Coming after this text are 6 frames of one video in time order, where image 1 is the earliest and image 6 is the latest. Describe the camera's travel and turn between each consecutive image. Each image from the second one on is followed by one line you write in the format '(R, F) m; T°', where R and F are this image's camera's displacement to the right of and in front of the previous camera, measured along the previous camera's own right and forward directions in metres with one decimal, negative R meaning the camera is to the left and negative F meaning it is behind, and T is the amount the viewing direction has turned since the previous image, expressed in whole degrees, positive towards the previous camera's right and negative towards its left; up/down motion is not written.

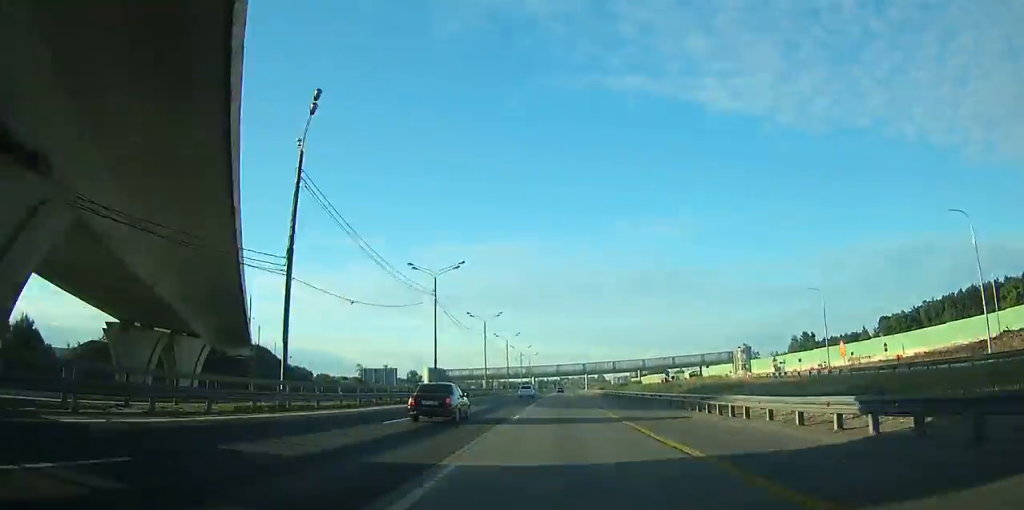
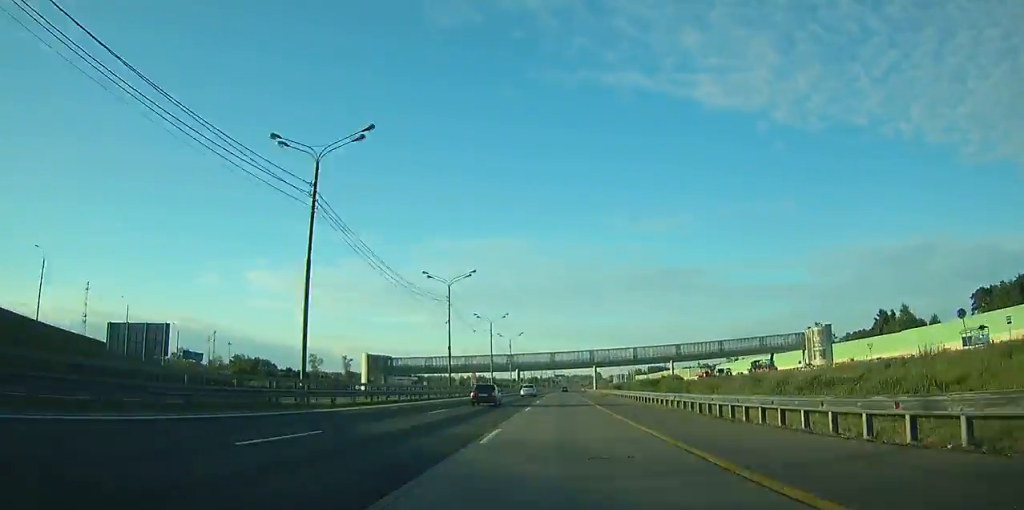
(+0.5, +73.0) m; +1°
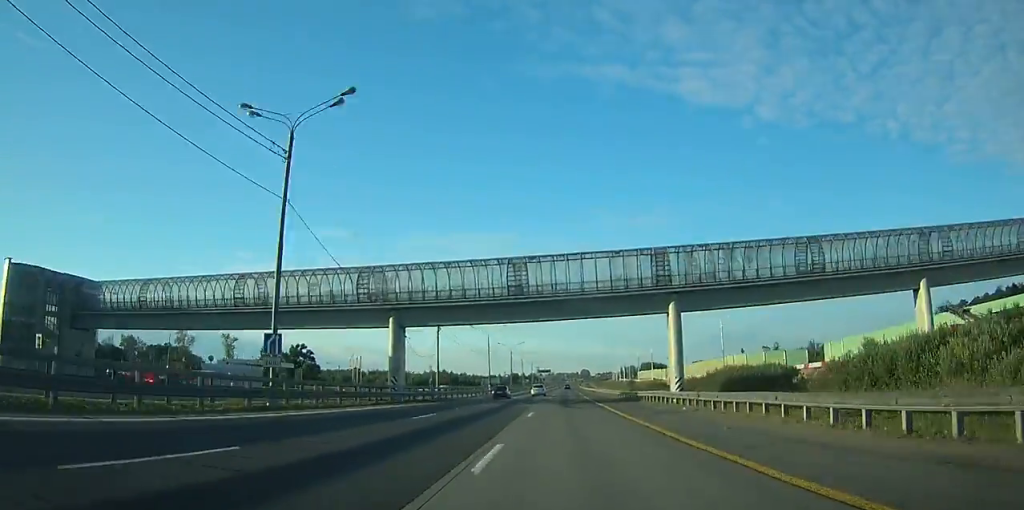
(+1.3, +116.4) m; +2°
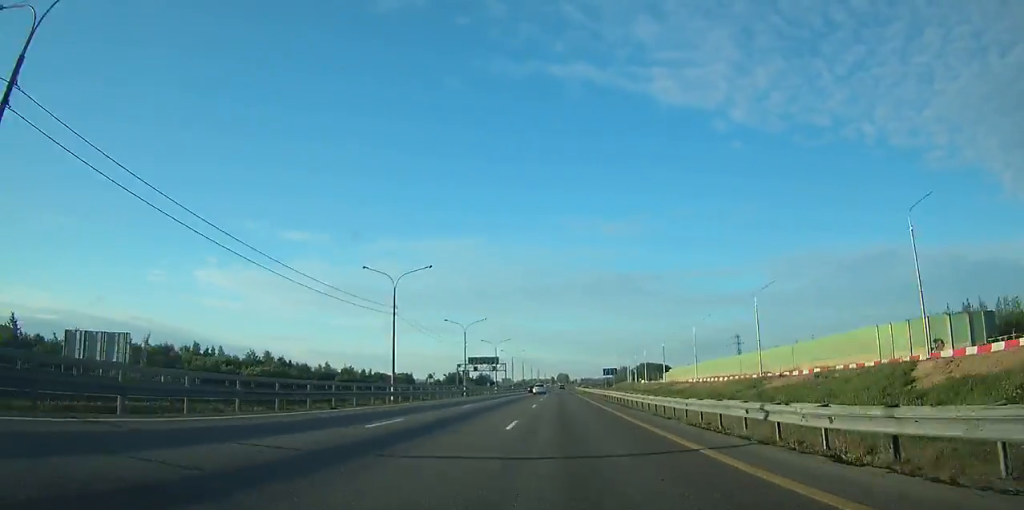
(+7.2, +255.2) m; +3°
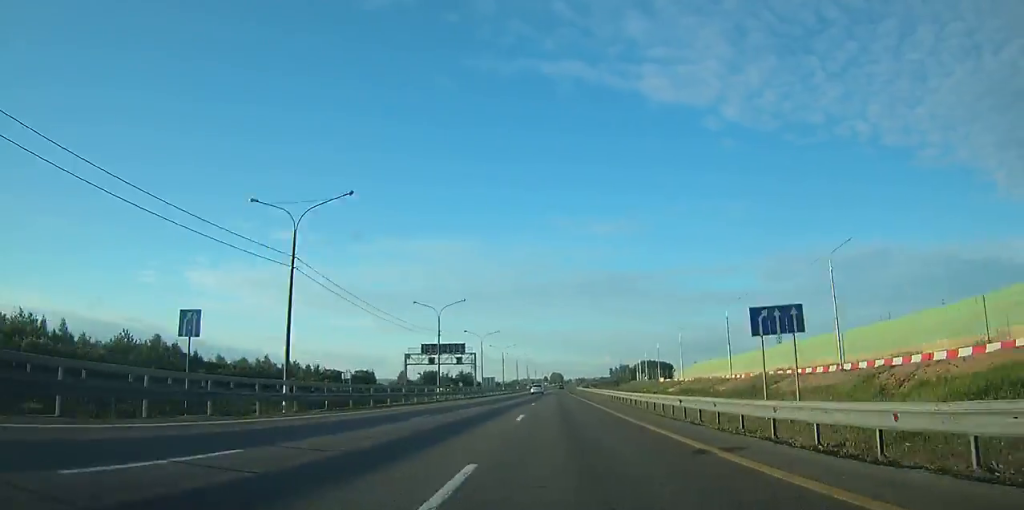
(+0.3, +59.4) m; 0°
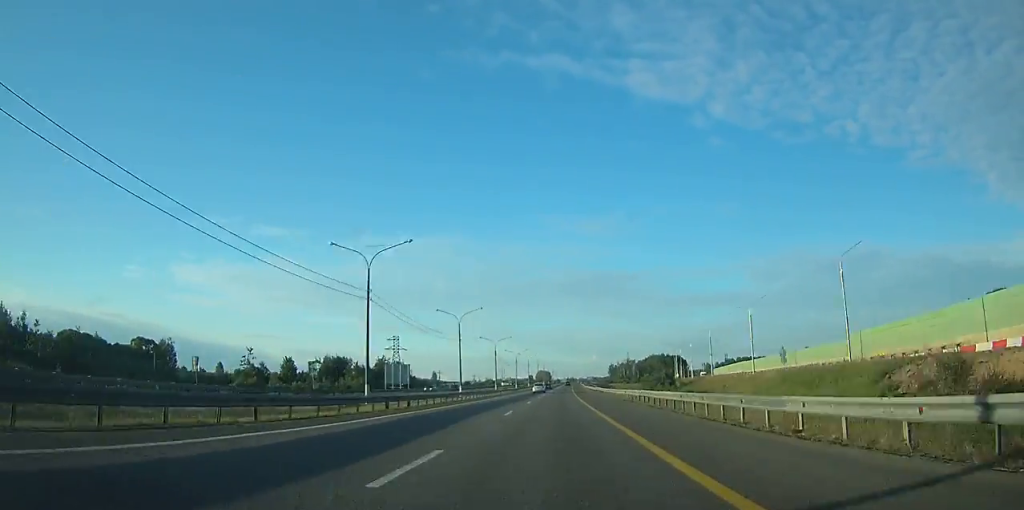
(+1.3, +137.8) m; +1°
